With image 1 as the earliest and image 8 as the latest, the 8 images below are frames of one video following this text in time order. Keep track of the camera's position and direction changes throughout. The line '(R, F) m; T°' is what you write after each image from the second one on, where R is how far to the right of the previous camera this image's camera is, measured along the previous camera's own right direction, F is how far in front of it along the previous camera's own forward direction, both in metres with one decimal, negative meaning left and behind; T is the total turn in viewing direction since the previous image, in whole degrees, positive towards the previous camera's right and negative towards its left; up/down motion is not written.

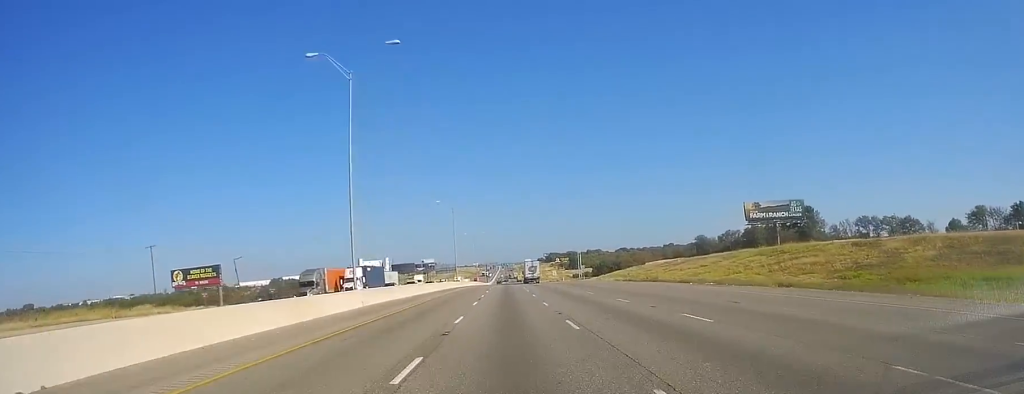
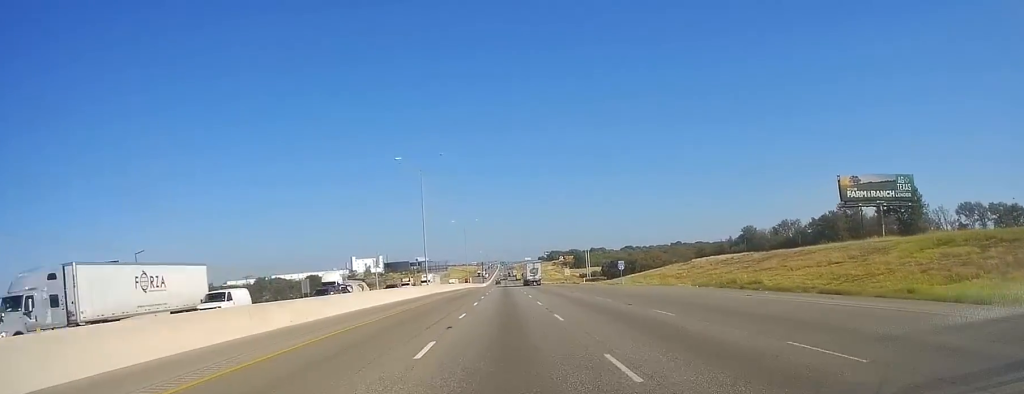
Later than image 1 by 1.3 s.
(+0.8, +45.3) m; 0°
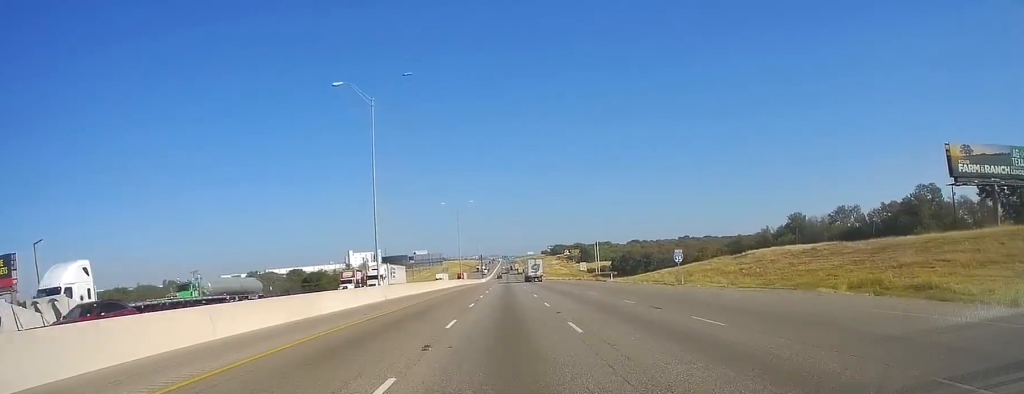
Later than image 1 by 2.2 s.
(-0.8, +29.9) m; 0°
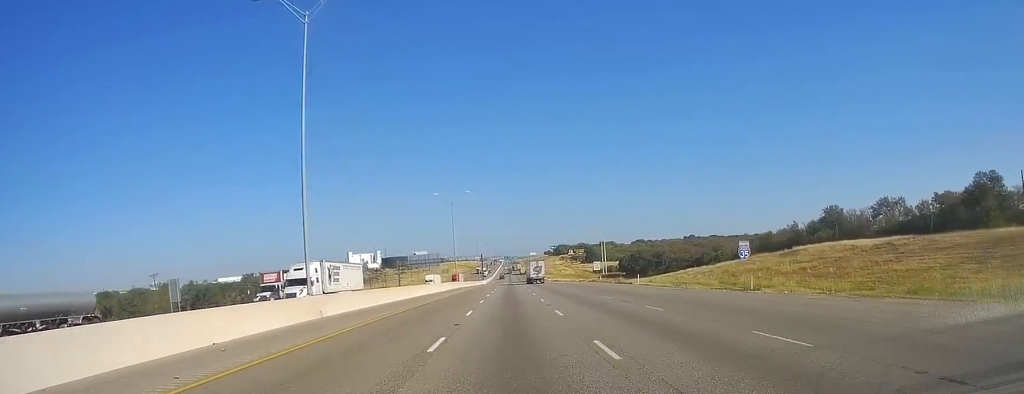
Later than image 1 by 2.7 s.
(+0.4, +17.2) m; 0°
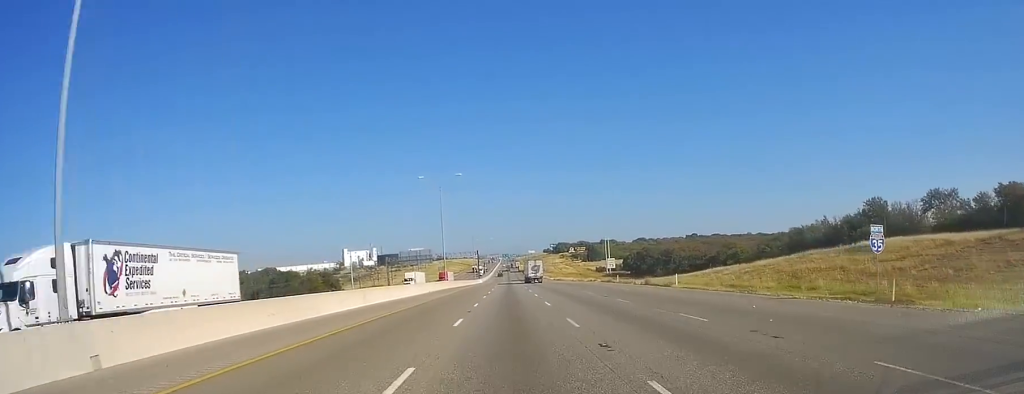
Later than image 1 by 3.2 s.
(+0.4, +17.8) m; 0°
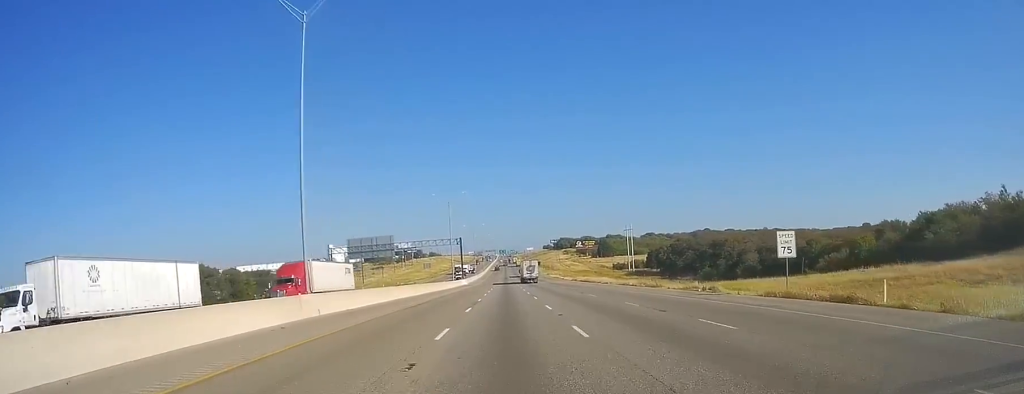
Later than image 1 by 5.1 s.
(-1.5, +64.3) m; -1°
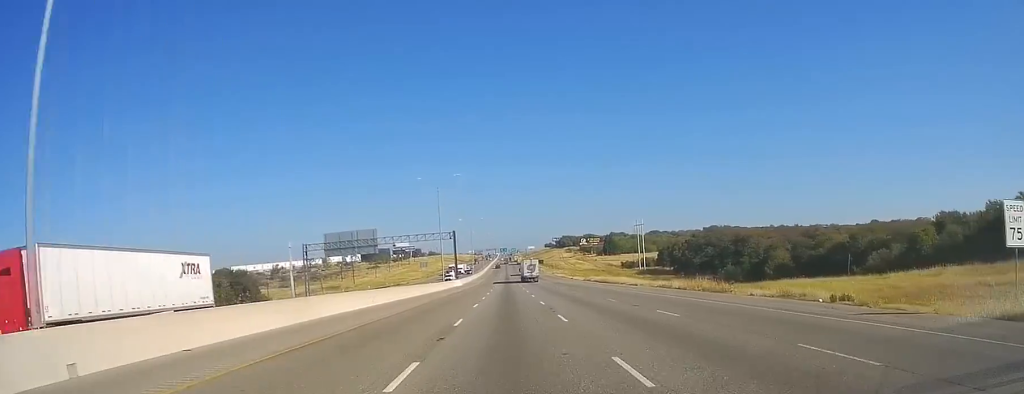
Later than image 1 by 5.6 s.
(+0.2, +19.0) m; +1°
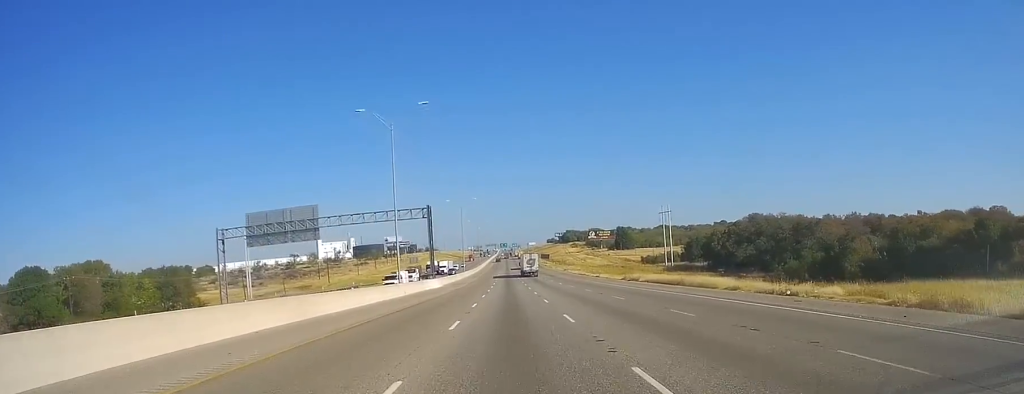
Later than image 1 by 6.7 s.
(+0.6, +38.5) m; 0°
